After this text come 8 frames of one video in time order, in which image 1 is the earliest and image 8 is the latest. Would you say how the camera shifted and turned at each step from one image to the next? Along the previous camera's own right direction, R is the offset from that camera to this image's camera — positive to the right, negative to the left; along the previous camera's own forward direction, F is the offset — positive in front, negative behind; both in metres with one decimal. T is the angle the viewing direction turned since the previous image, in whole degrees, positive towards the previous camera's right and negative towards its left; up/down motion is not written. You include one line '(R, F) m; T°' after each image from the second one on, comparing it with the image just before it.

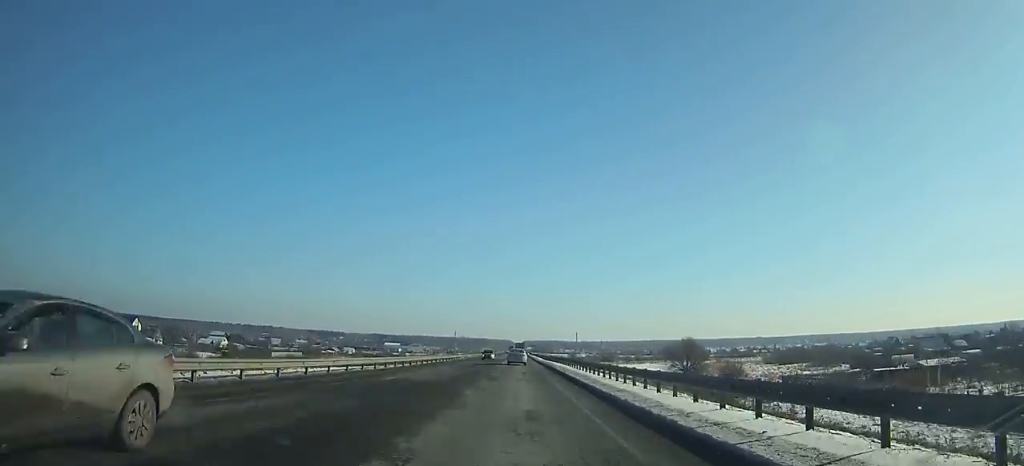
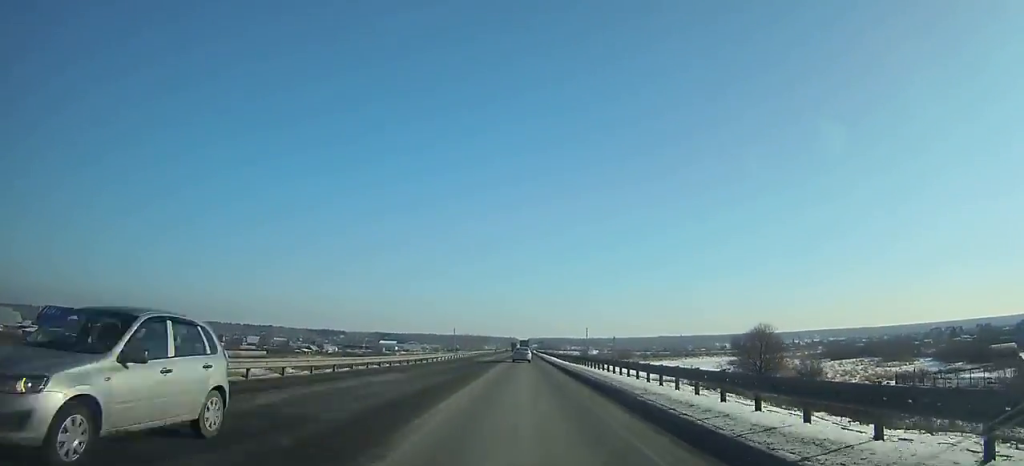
(+0.1, +35.9) m; 0°
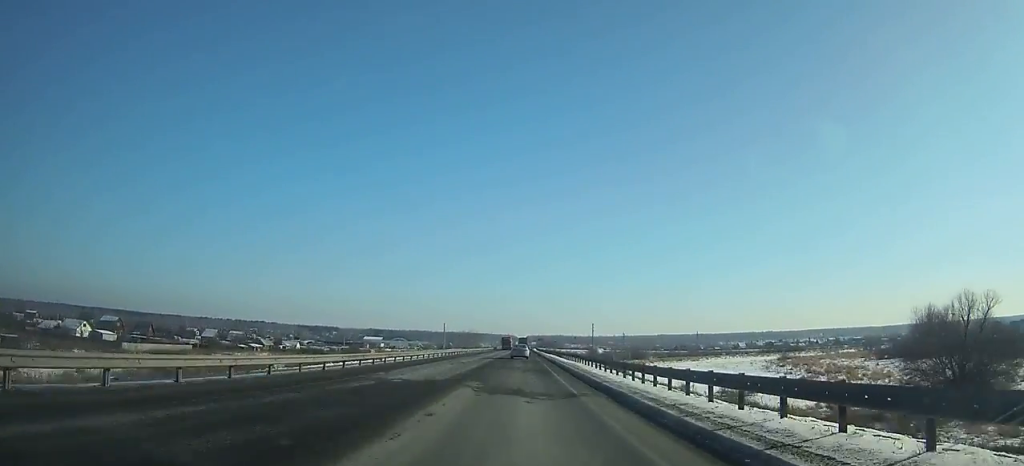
(-0.2, +42.2) m; 0°
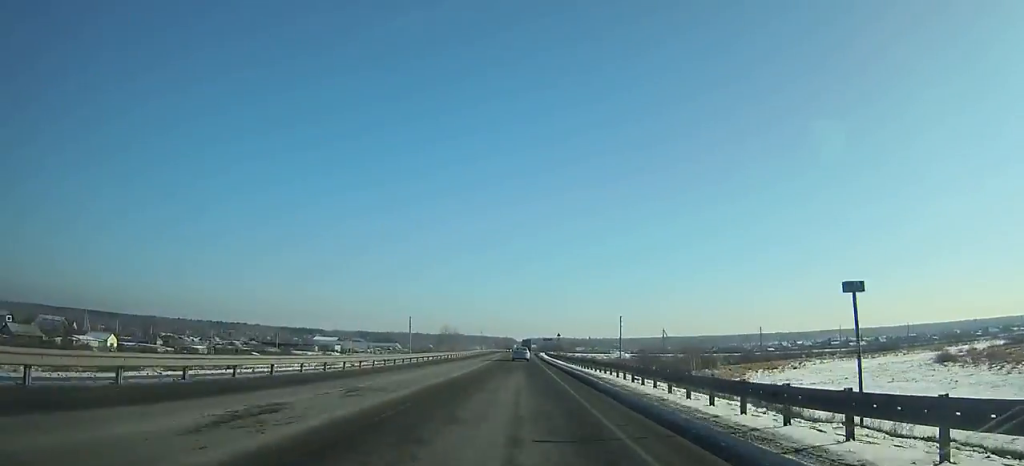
(-0.3, +103.6) m; 0°
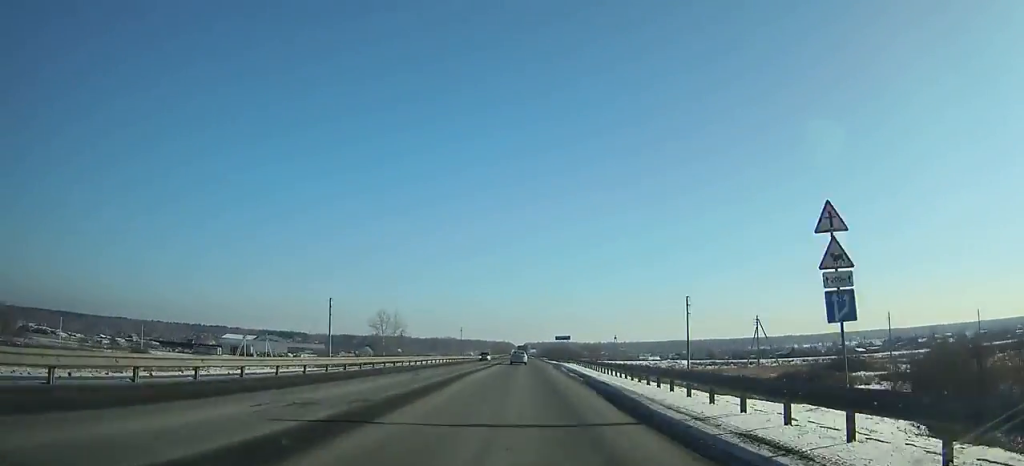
(+0.7, +102.5) m; 0°
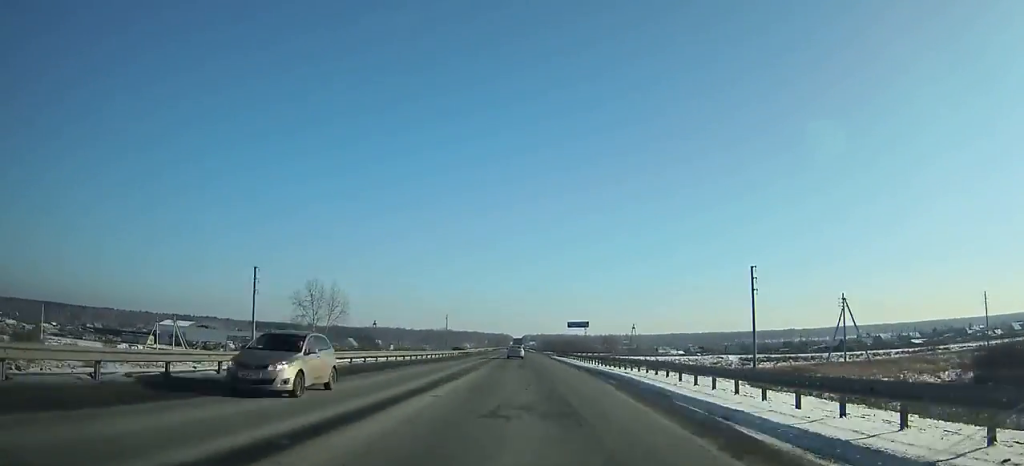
(0.0, +43.3) m; 0°
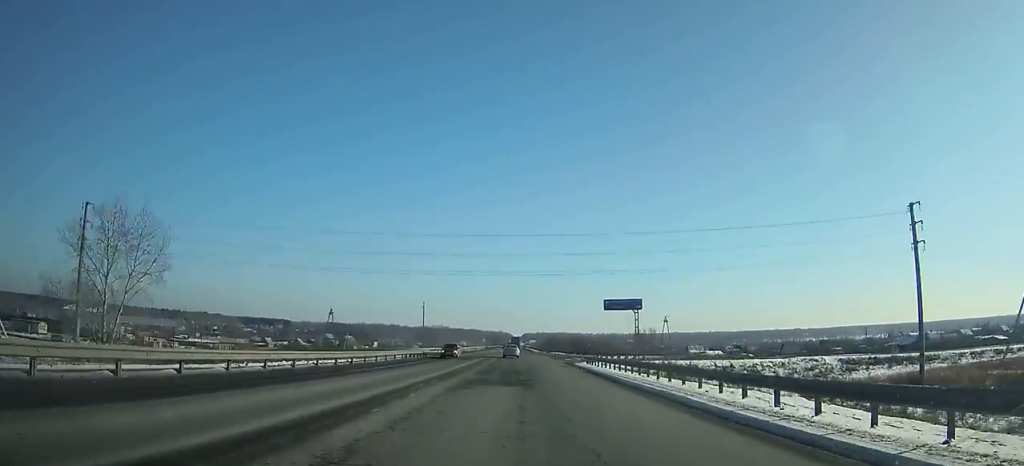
(-0.1, +47.3) m; 0°
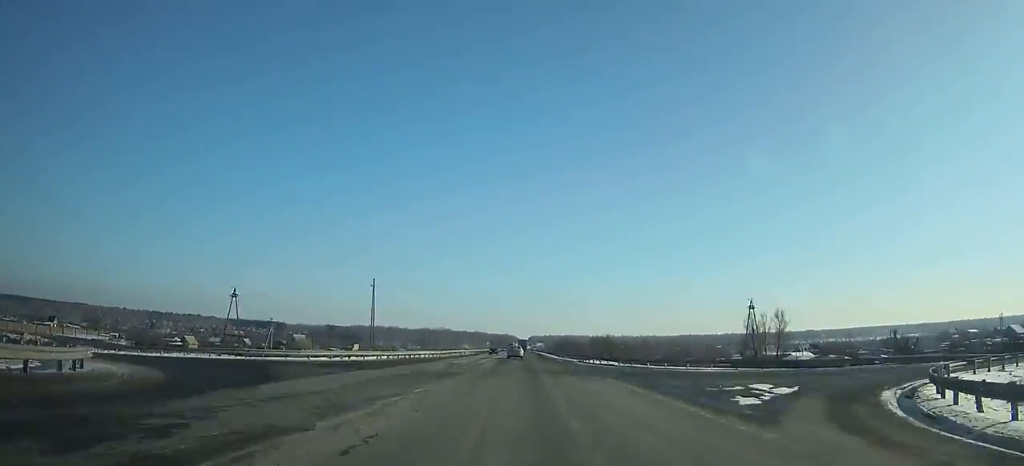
(-0.1, +57.7) m; 0°
